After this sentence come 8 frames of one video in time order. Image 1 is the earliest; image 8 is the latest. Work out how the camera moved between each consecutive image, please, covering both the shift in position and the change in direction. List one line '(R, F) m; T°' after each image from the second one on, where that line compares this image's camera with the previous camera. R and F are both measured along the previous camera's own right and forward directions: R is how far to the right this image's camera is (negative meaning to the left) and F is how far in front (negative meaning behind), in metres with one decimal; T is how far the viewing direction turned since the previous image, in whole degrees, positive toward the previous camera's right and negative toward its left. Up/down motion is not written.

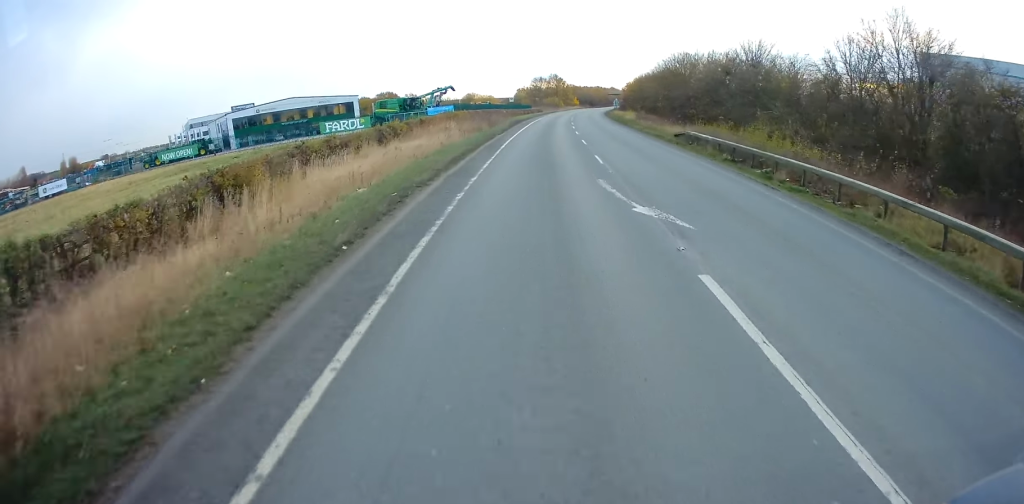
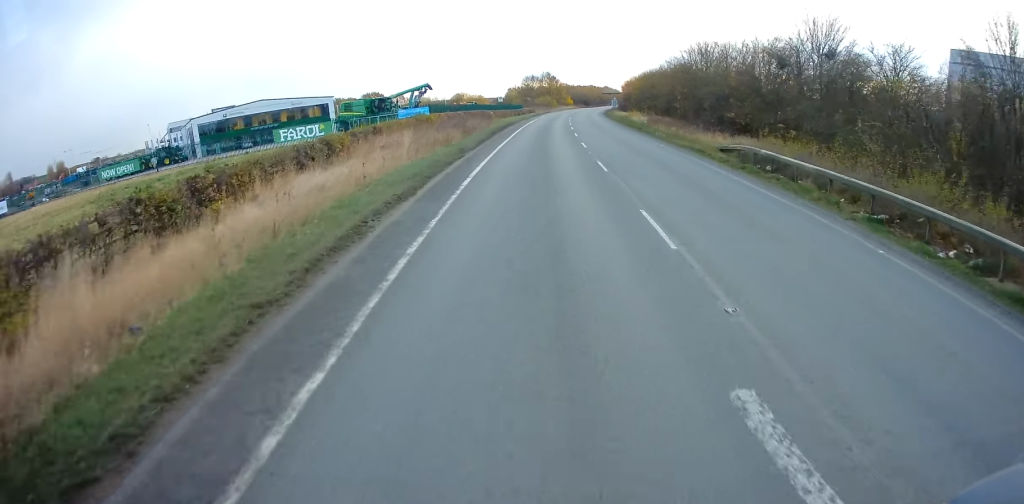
(+0.7, +11.5) m; 0°
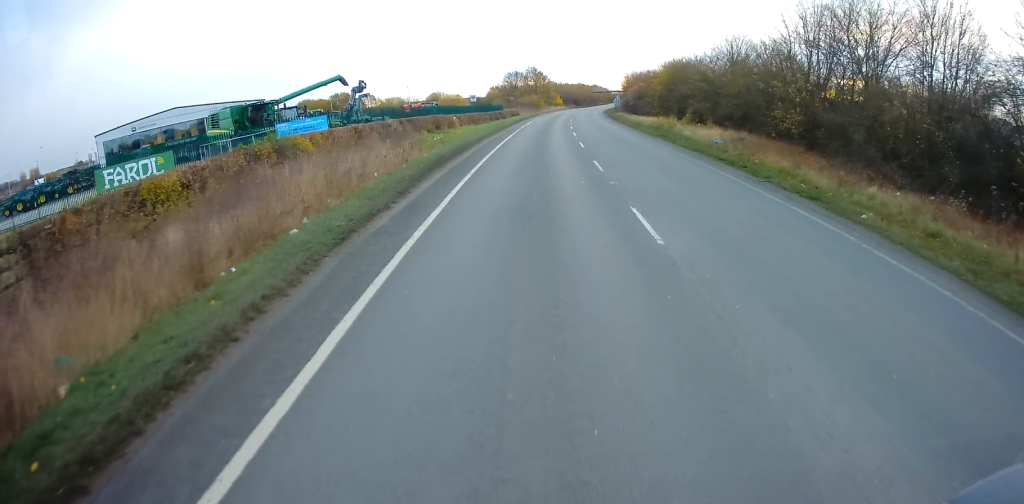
(-0.5, +26.4) m; 0°
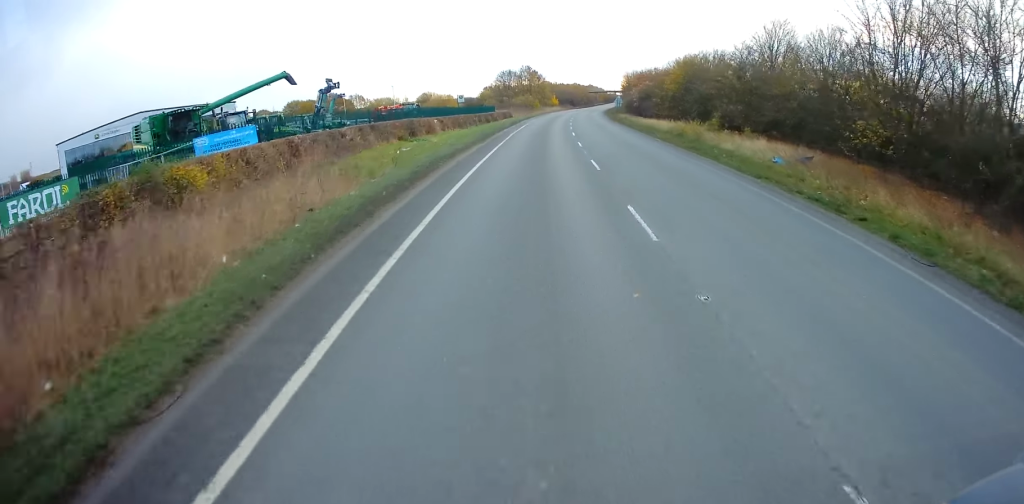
(+0.1, +8.5) m; +1°
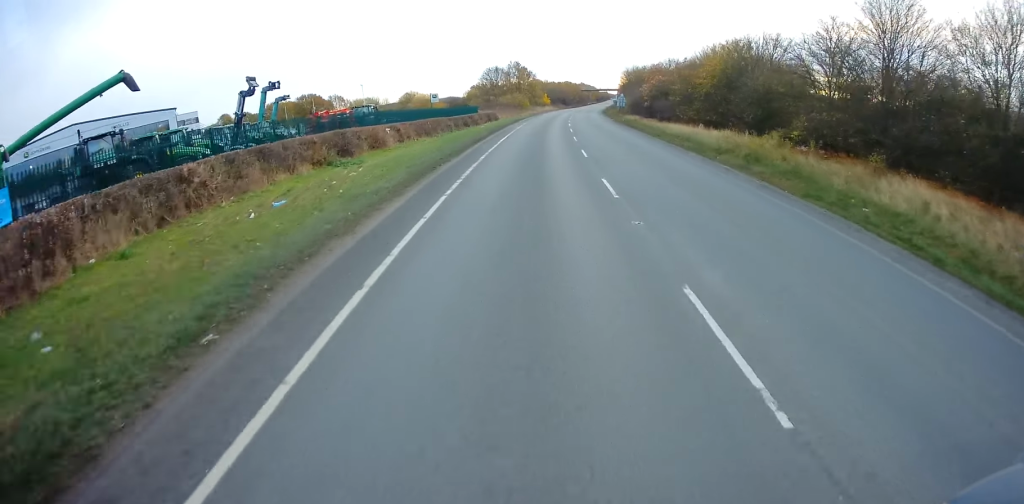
(+0.1, +14.1) m; 0°
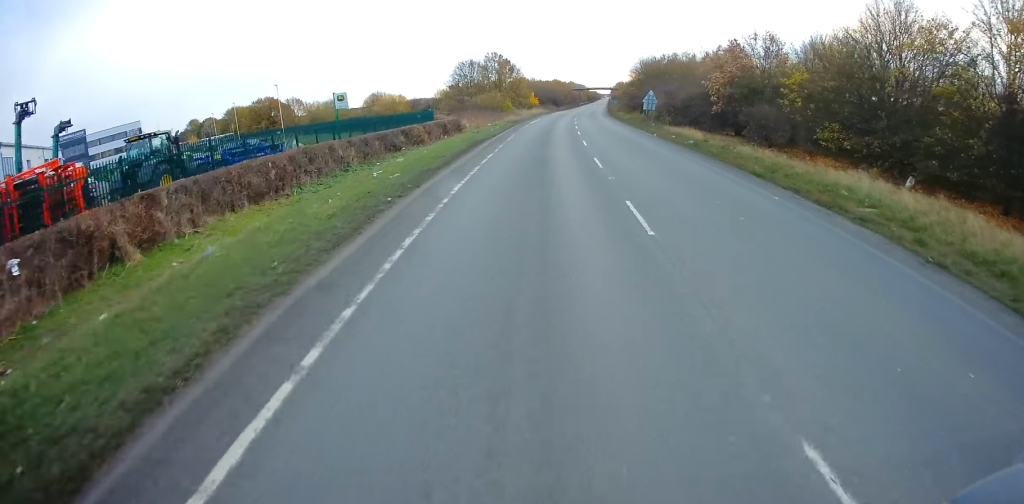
(+0.5, +30.0) m; +1°
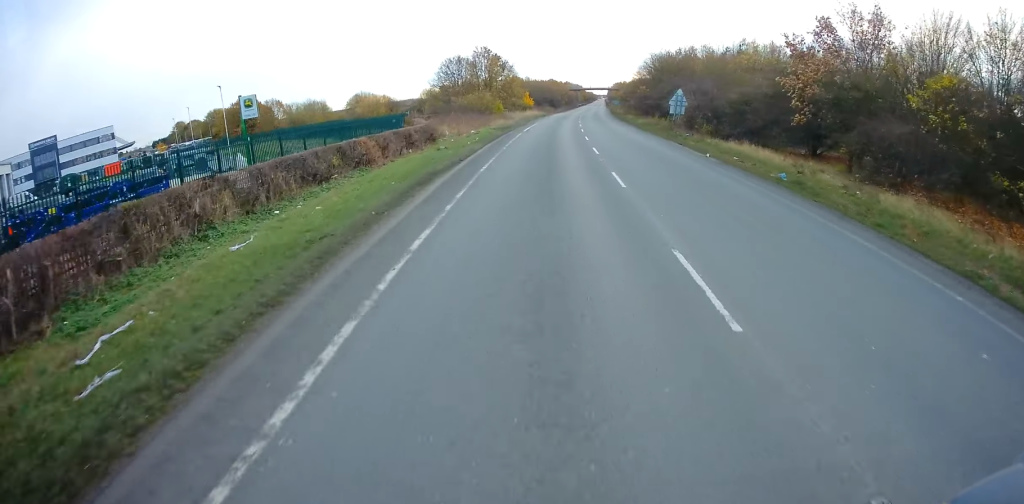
(0.0, +13.1) m; +1°
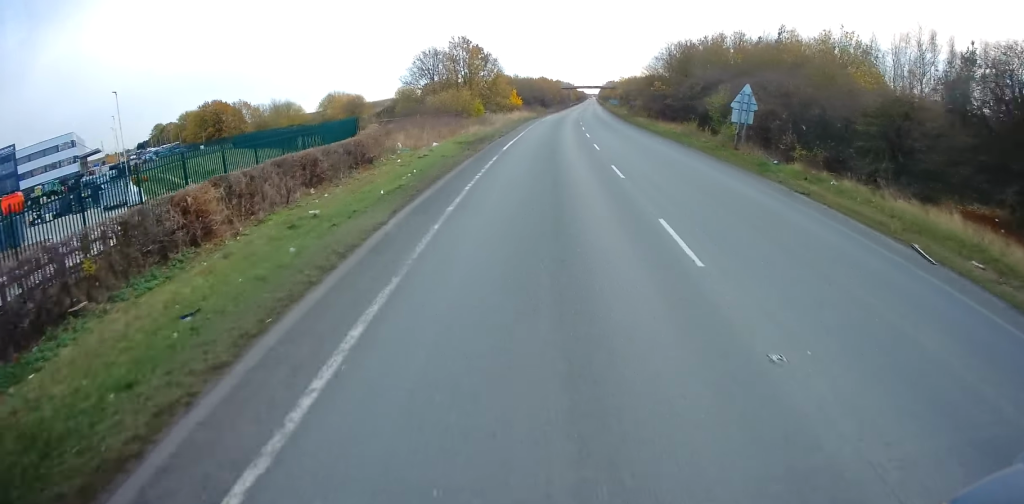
(0.0, +16.2) m; +2°
